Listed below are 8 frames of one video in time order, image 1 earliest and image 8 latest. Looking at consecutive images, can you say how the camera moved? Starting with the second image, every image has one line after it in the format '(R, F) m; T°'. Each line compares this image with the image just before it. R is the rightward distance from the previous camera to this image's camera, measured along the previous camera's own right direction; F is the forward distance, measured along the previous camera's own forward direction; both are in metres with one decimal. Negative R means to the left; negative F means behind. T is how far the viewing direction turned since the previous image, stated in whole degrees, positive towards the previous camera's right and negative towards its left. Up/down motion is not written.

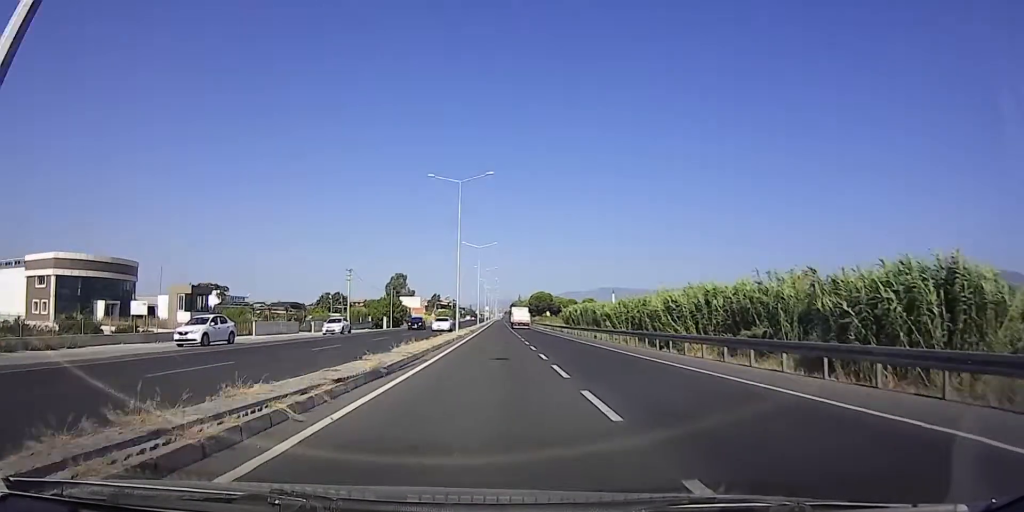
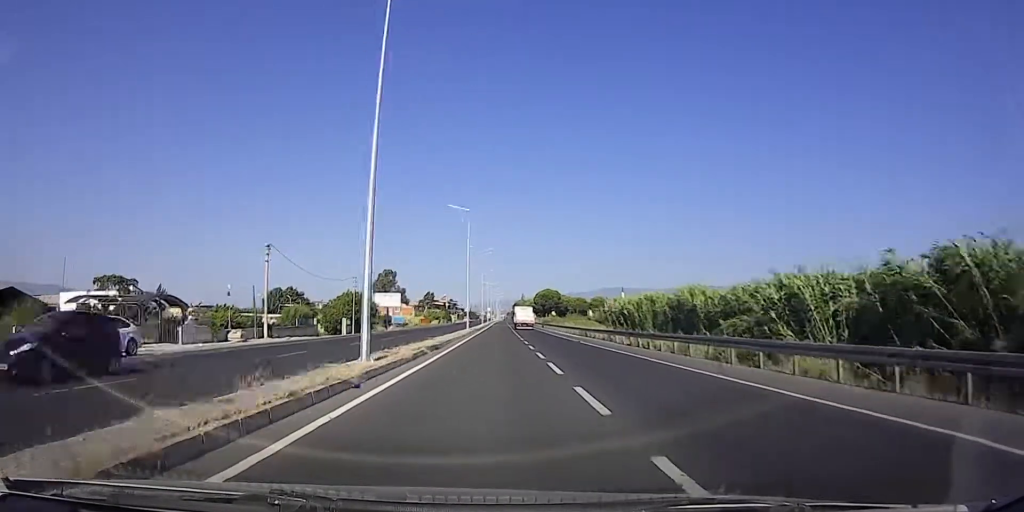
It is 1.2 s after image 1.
(0.0, +27.8) m; 0°
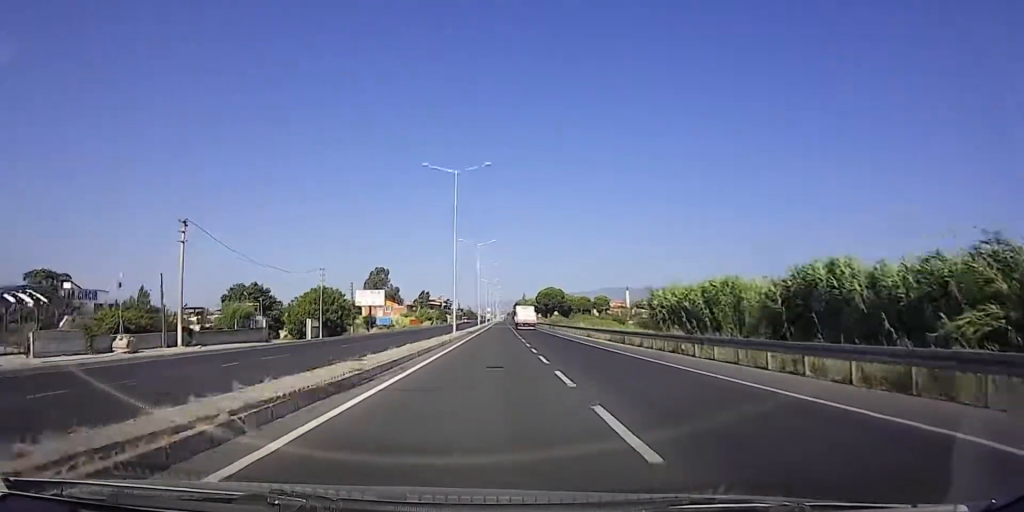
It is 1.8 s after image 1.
(0.0, +14.1) m; 0°
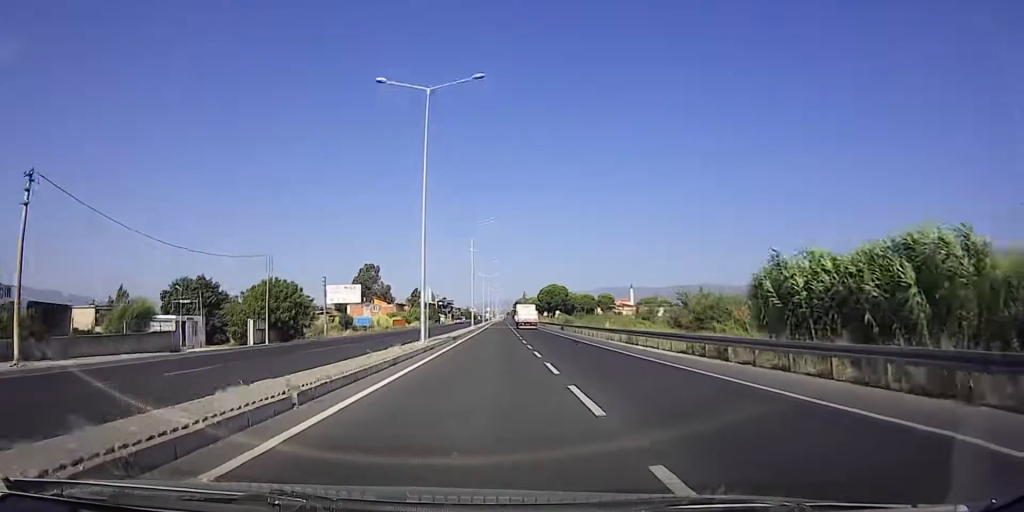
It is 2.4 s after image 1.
(0.0, +14.8) m; 0°
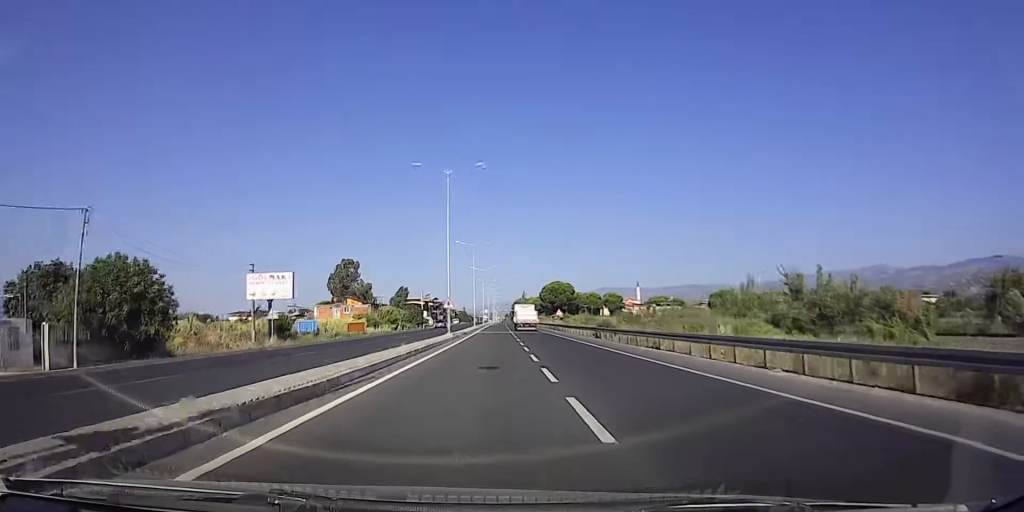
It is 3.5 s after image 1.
(0.0, +24.8) m; 0°
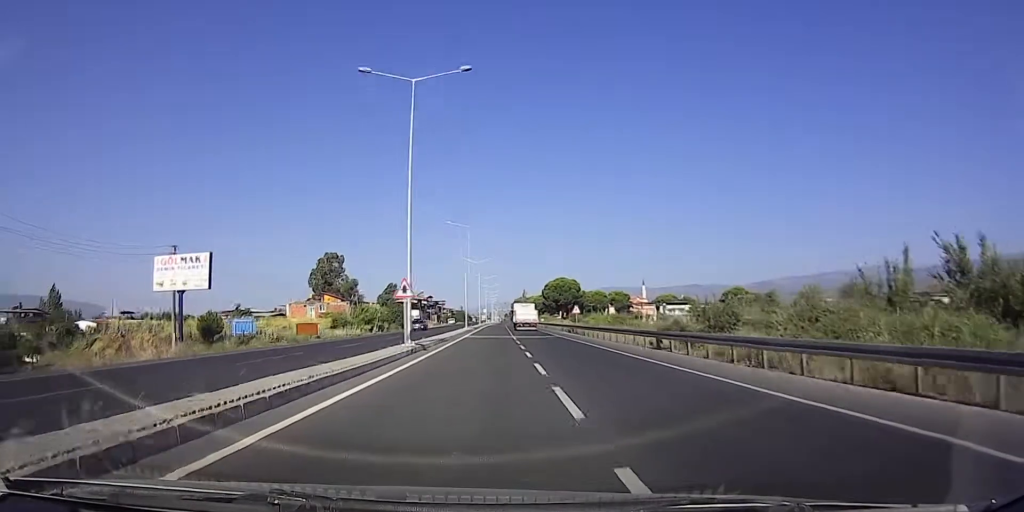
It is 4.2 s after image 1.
(0.0, +16.2) m; 0°
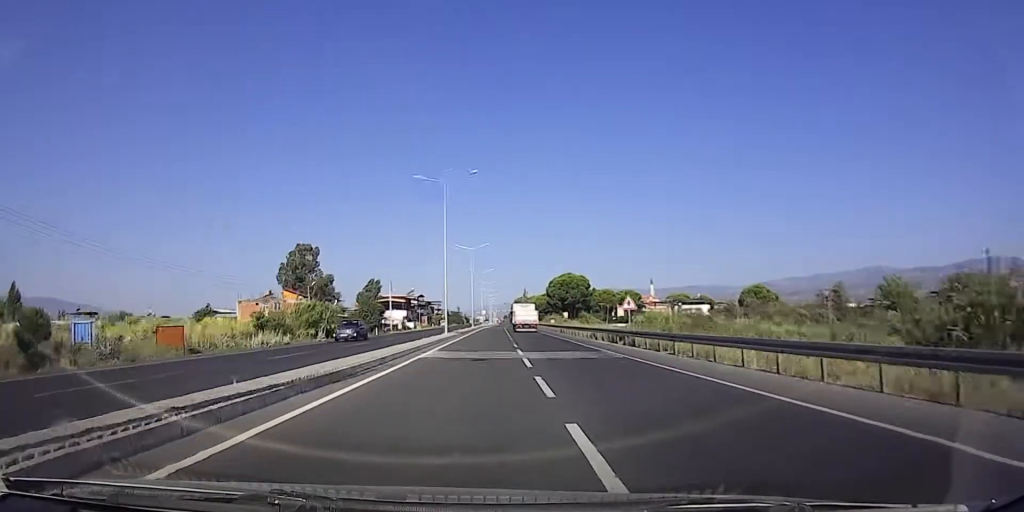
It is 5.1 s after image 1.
(0.0, +21.0) m; 0°
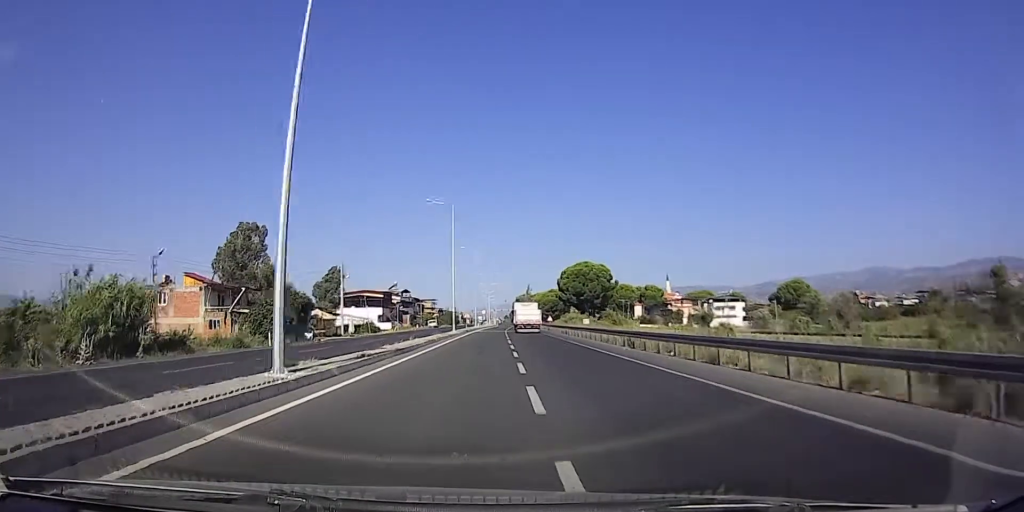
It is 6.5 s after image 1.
(0.0, +30.7) m; 0°
